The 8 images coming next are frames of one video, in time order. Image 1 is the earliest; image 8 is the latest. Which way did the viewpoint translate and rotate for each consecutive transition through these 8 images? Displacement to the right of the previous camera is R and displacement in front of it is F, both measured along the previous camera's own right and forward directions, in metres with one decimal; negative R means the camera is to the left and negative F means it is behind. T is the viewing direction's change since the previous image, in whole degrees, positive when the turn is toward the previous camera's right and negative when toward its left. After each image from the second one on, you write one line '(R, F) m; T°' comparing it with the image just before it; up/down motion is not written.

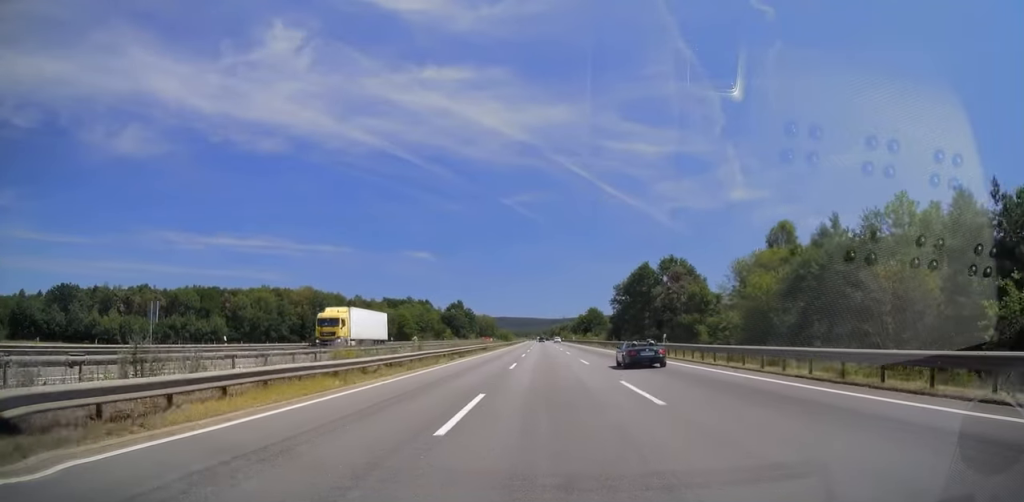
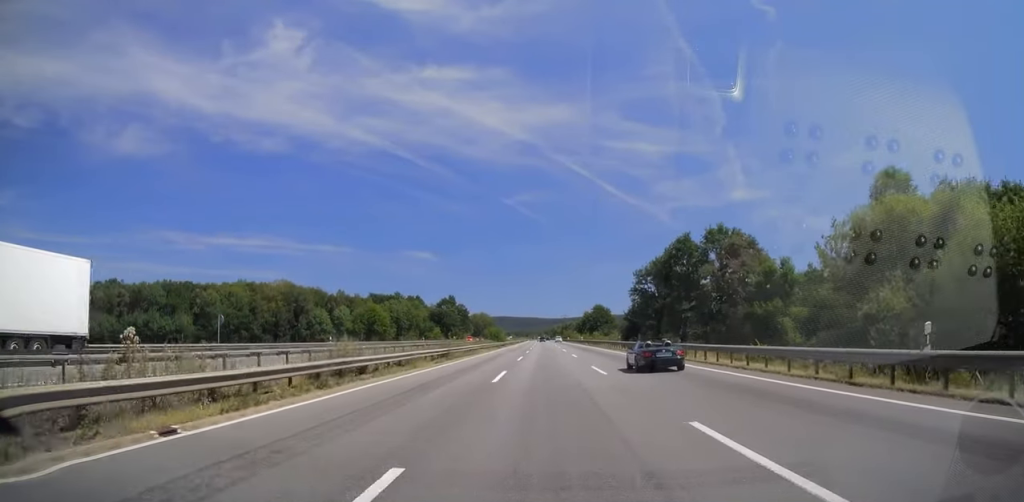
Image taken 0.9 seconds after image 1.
(-0.1, +26.5) m; 0°
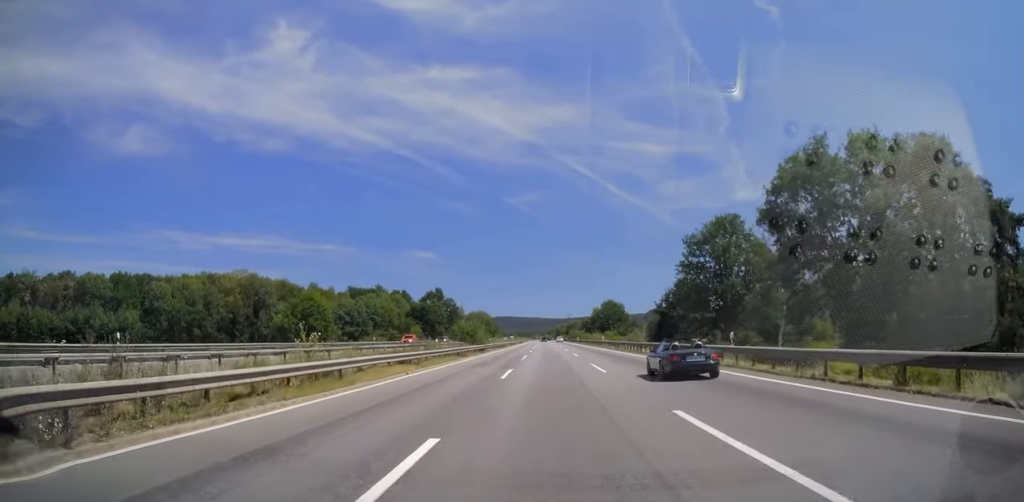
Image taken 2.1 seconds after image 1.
(+0.1, +34.4) m; 0°
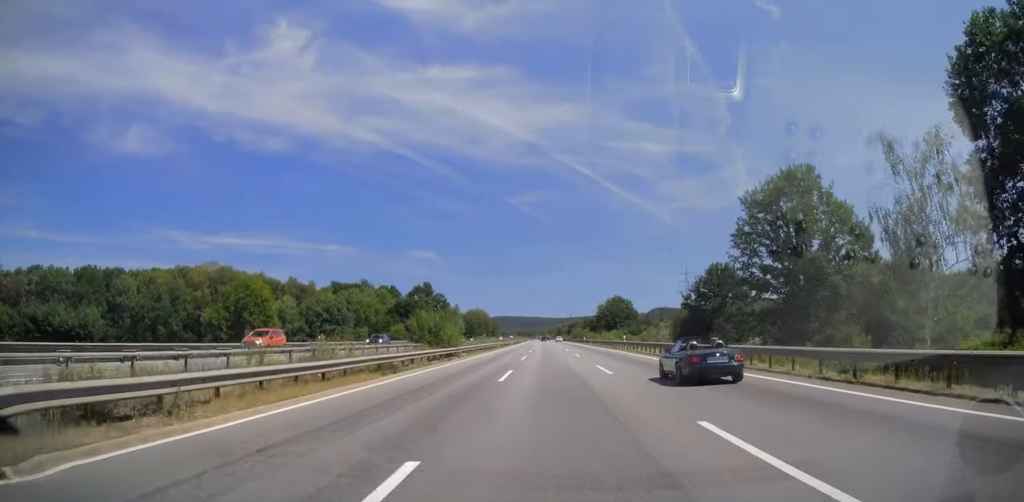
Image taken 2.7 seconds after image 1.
(0.0, +19.7) m; 0°
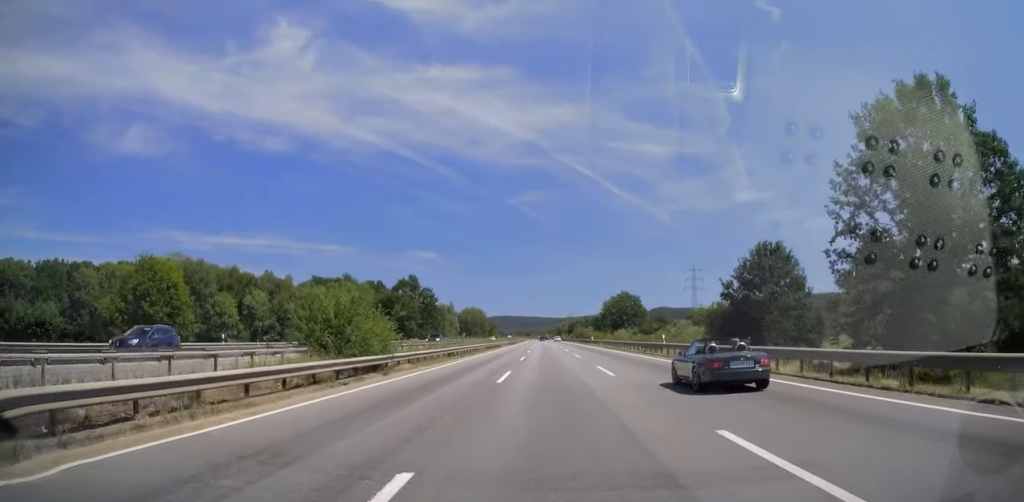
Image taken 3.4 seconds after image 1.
(-0.3, +18.7) m; 0°
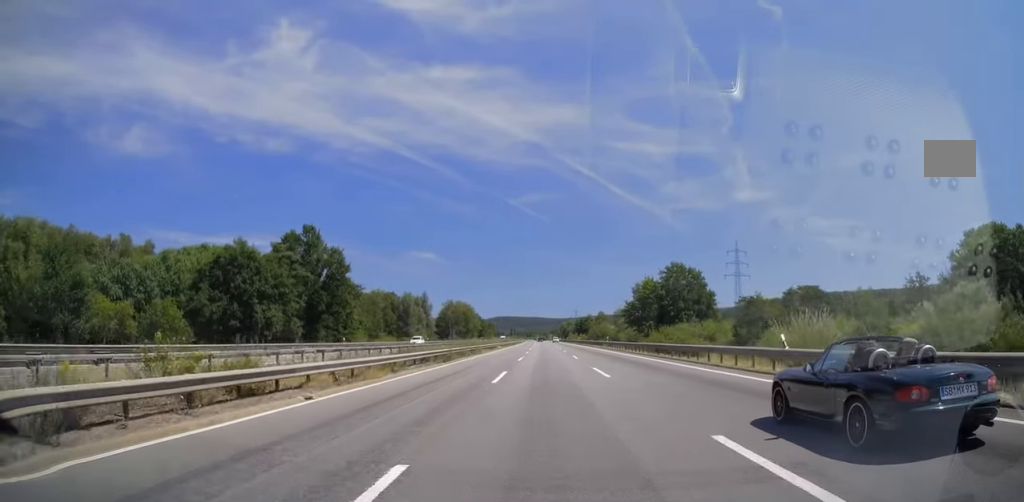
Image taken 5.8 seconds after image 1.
(-0.2, +72.3) m; -1°
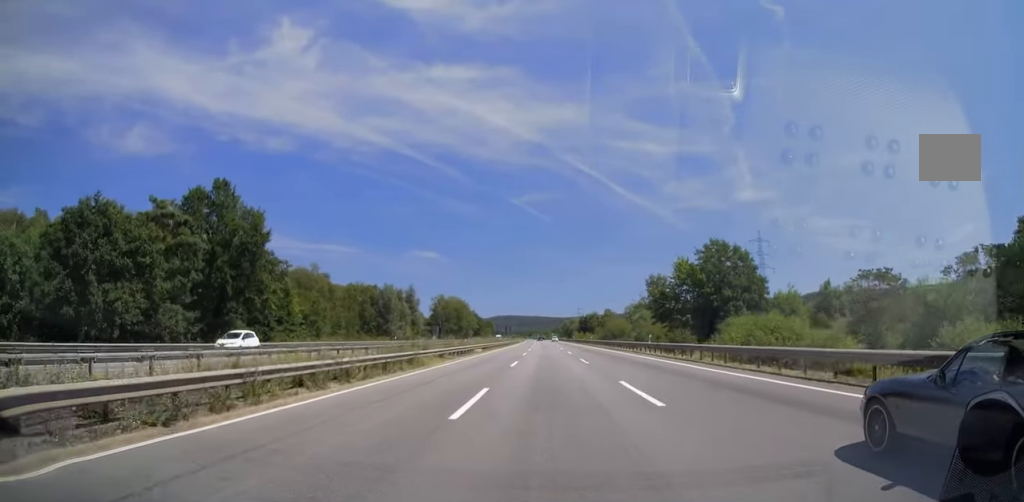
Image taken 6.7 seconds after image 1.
(+0.1, +26.5) m; +1°
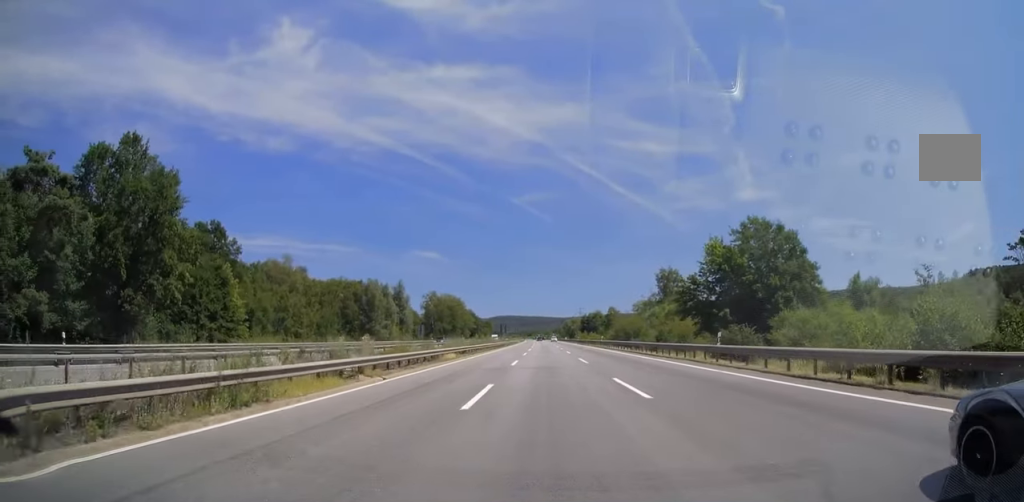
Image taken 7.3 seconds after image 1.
(+0.2, +16.7) m; 0°
